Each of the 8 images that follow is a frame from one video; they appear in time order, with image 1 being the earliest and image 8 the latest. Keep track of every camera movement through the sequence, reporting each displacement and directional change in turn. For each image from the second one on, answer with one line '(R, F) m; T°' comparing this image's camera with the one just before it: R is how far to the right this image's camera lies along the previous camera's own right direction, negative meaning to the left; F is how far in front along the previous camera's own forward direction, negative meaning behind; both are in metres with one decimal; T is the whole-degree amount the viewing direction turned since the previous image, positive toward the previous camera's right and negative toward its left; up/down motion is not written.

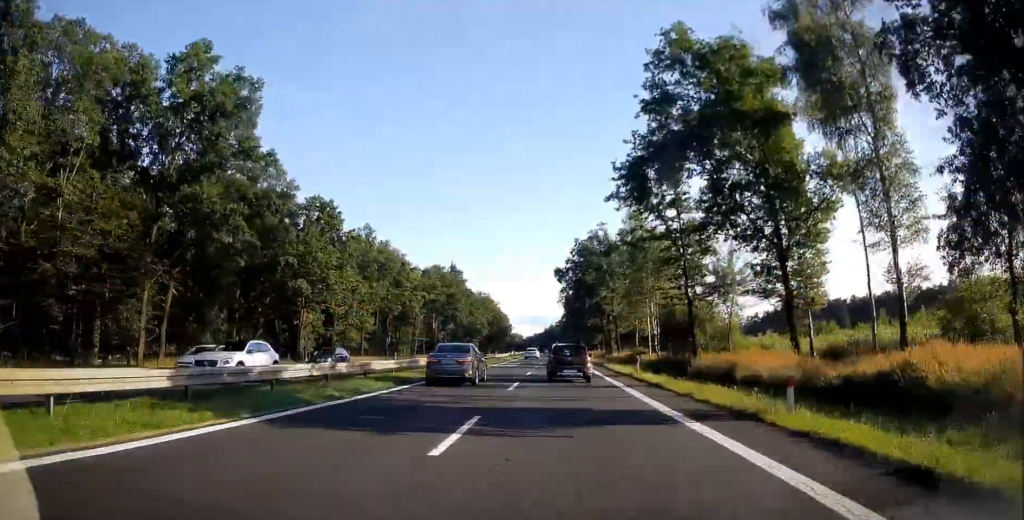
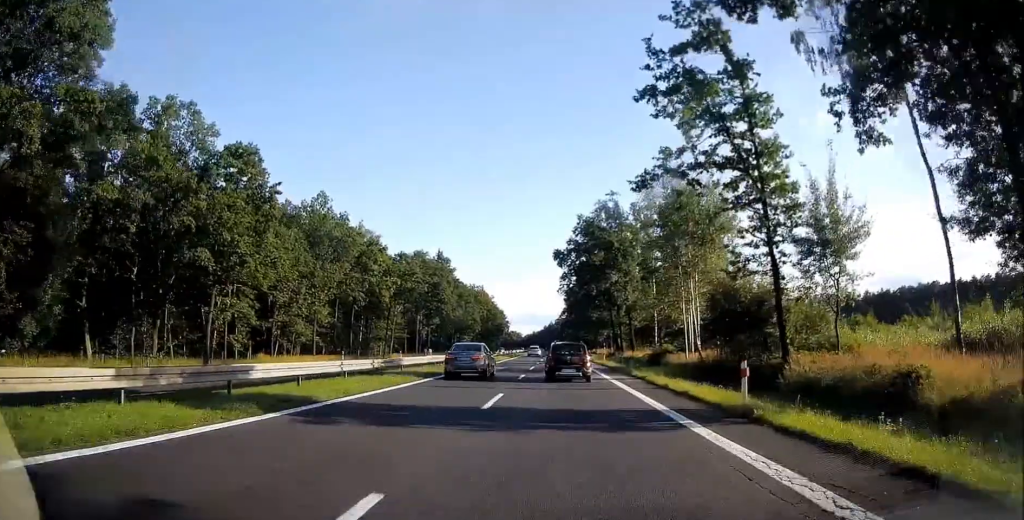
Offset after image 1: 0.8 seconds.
(+0.1, +17.9) m; 0°
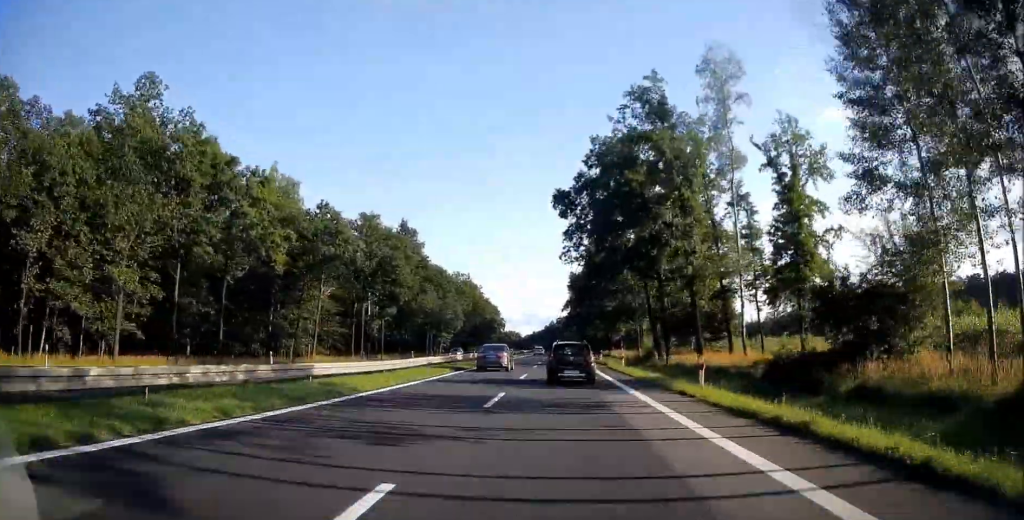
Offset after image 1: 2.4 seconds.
(0.0, +35.0) m; 0°
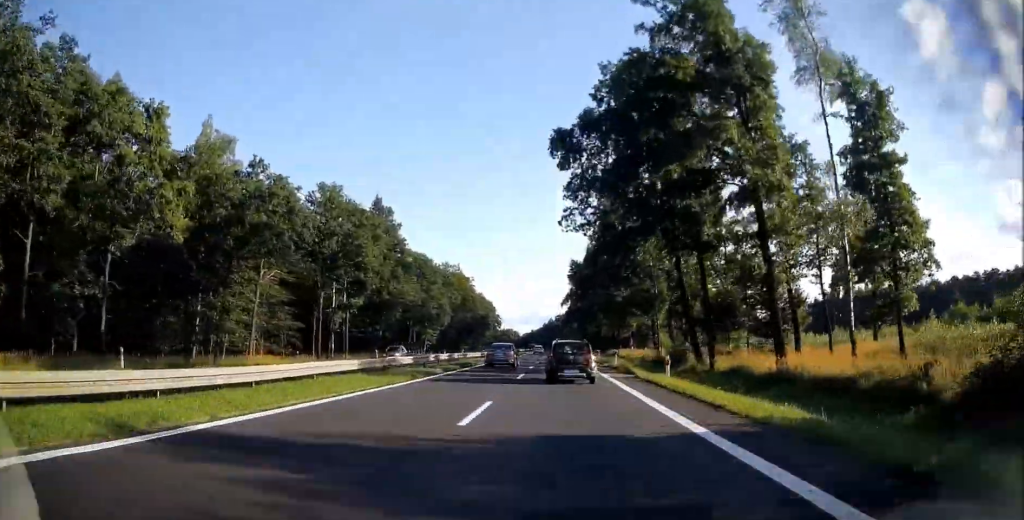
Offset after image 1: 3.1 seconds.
(0.0, +15.6) m; 0°
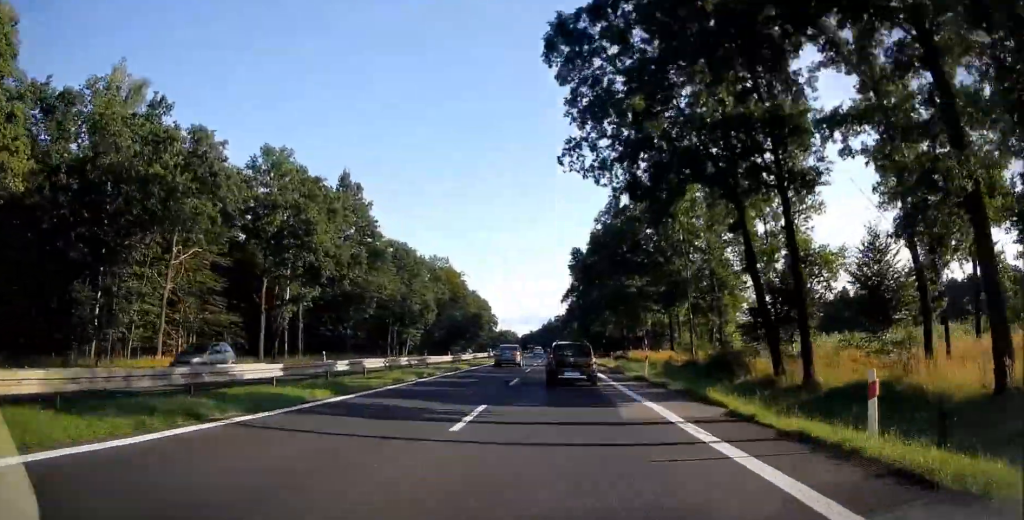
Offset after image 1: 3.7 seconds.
(0.0, +14.8) m; 0°
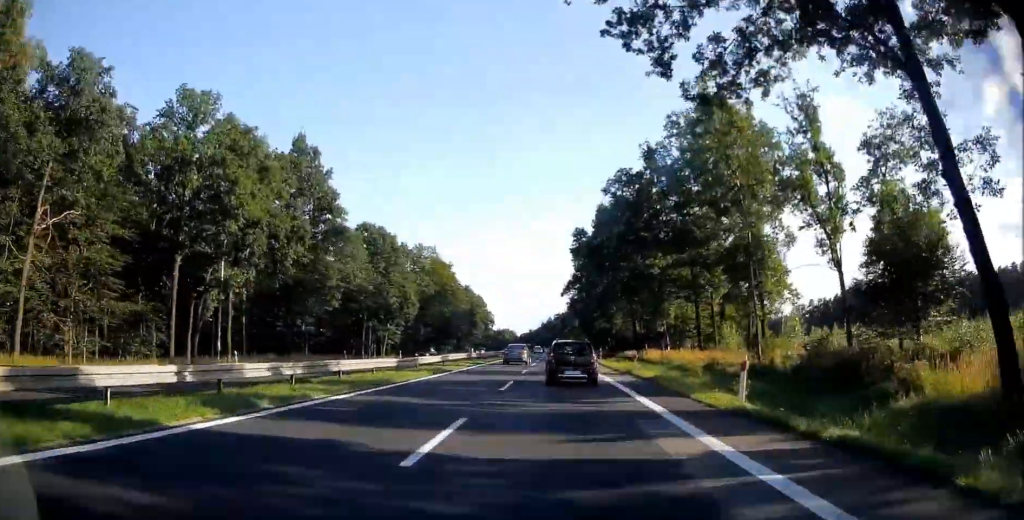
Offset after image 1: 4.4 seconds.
(0.0, +14.7) m; 0°
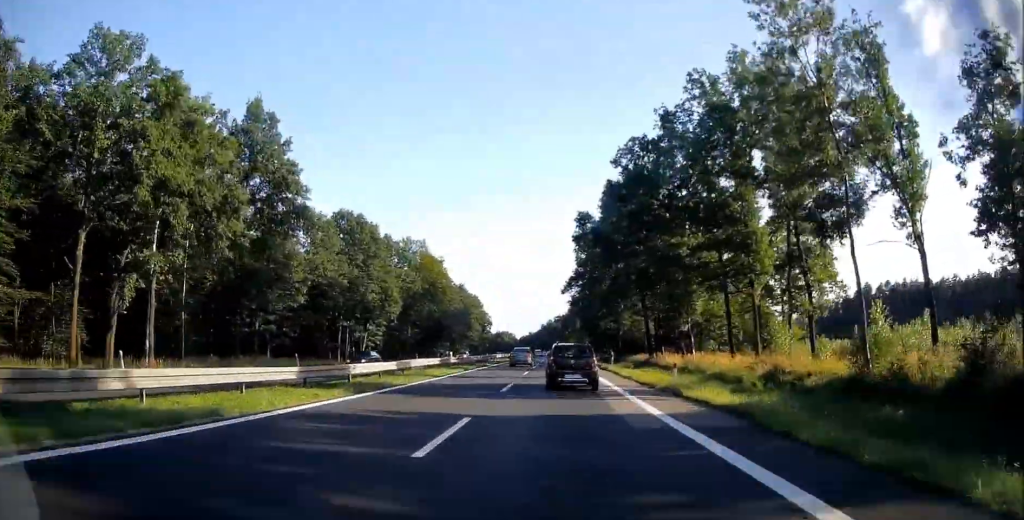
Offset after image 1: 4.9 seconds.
(0.0, +11.0) m; 0°
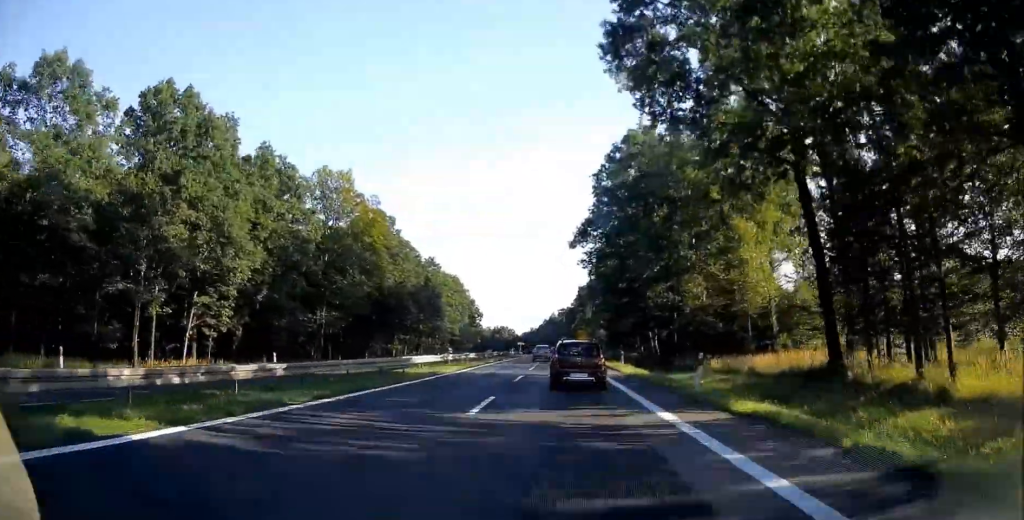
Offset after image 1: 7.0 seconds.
(0.0, +44.7) m; 0°
